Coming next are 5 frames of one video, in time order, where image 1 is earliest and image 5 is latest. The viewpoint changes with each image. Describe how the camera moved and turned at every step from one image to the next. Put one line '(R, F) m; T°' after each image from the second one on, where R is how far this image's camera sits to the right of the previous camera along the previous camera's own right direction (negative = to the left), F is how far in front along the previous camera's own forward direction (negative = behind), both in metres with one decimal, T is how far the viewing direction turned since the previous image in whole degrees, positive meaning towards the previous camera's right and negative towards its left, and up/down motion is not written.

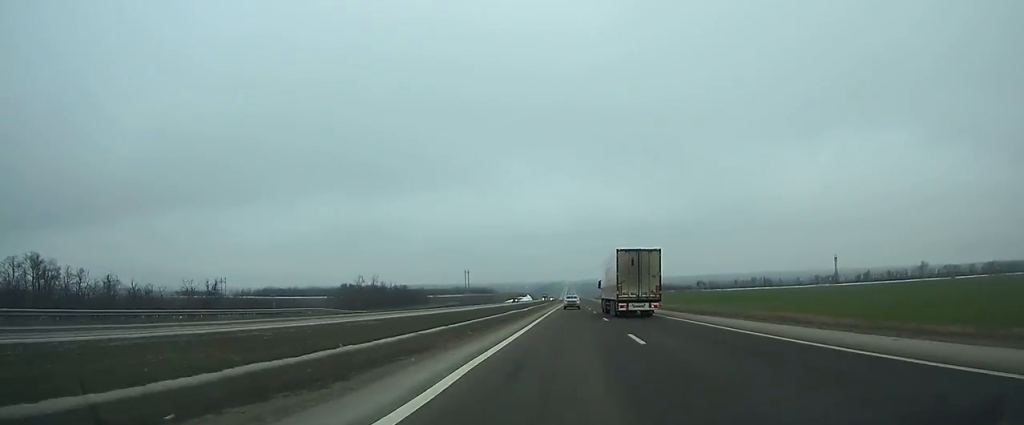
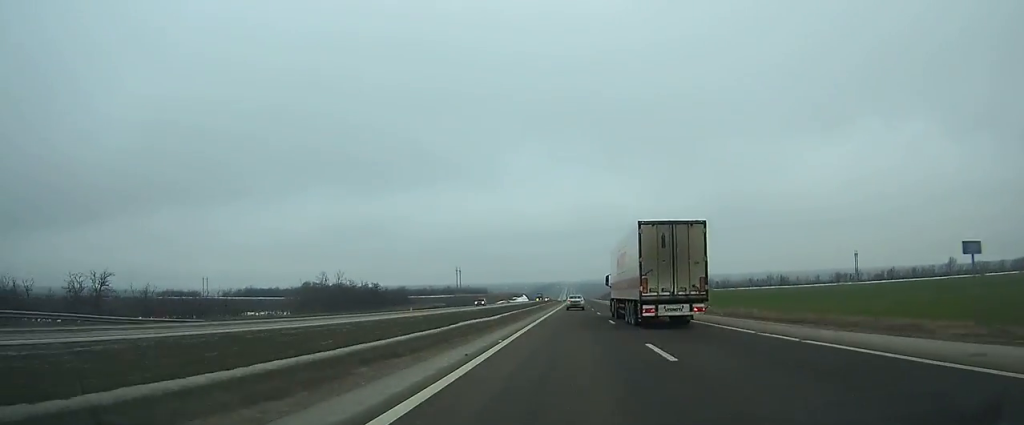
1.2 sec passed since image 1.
(0.0, +36.3) m; 0°
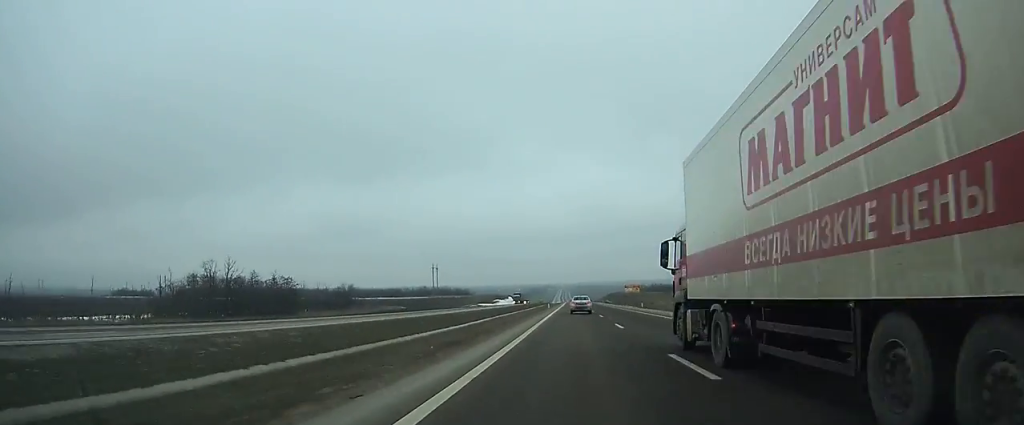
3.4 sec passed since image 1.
(+0.1, +66.4) m; +1°
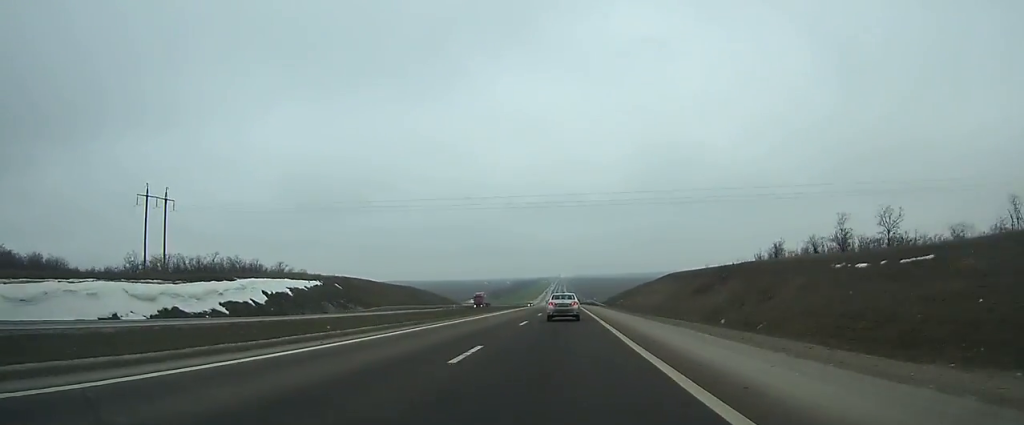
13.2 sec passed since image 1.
(+3.4, +282.2) m; 0°
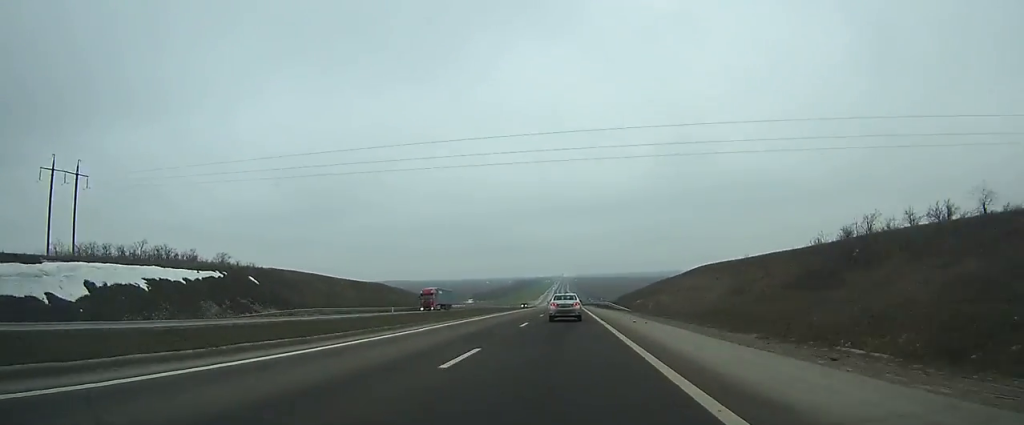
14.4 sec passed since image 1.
(-0.1, +32.7) m; 0°
